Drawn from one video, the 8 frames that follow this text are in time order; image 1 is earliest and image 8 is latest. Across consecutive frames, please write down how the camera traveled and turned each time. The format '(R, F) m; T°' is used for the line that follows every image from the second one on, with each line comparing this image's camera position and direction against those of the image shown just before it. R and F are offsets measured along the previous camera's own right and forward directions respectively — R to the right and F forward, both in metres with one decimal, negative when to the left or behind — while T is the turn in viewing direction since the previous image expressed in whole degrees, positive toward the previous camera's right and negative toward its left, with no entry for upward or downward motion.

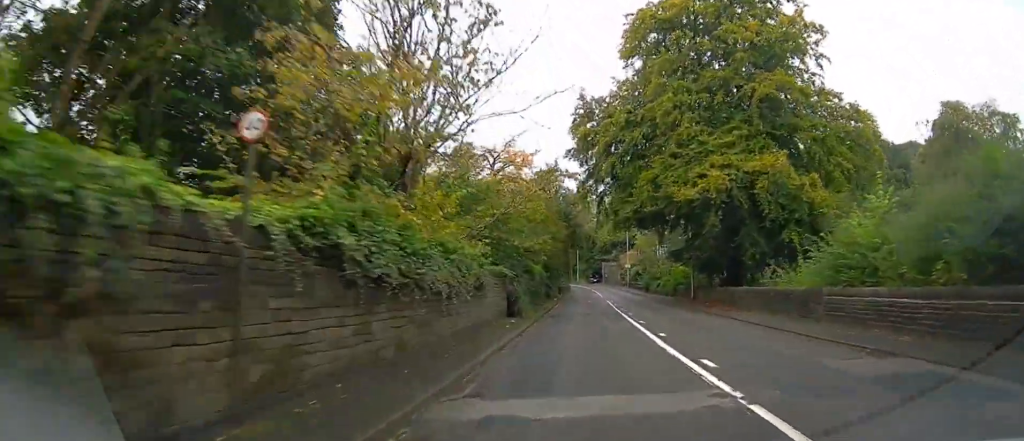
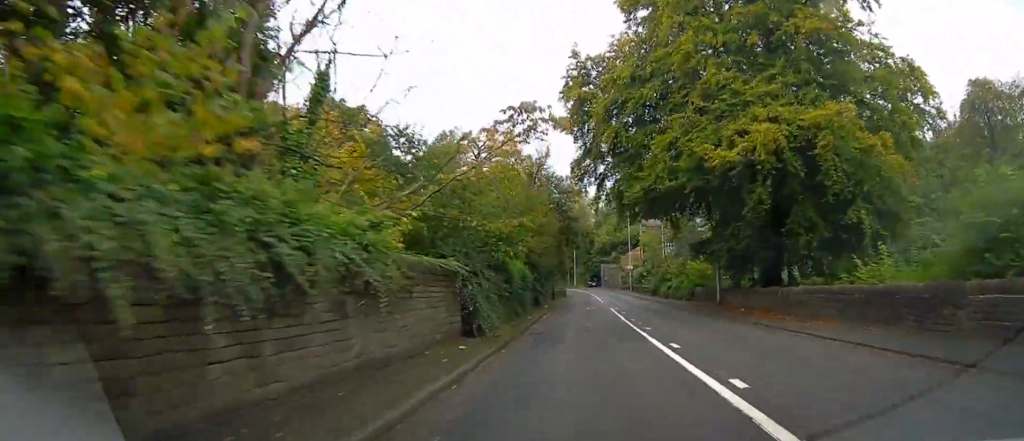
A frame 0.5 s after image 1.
(0.0, +7.4) m; 0°
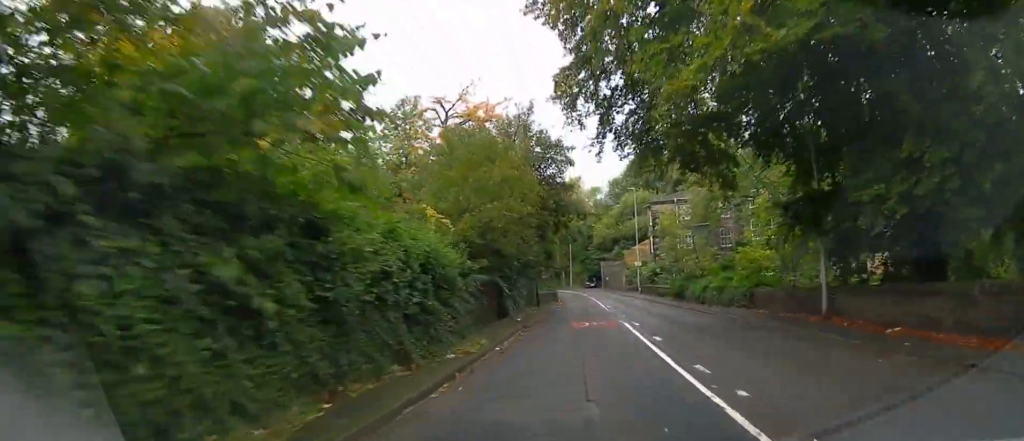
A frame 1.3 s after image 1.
(+0.1, +12.6) m; +1°
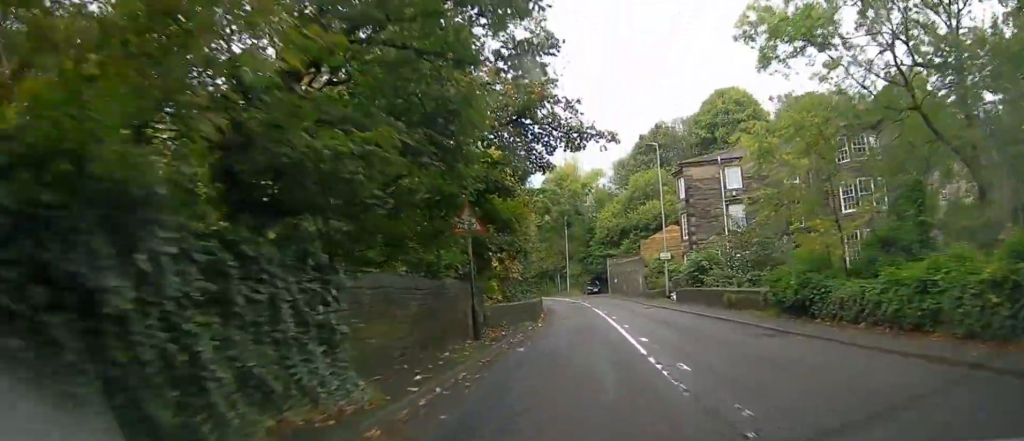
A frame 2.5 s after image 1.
(+0.1, +18.7) m; 0°
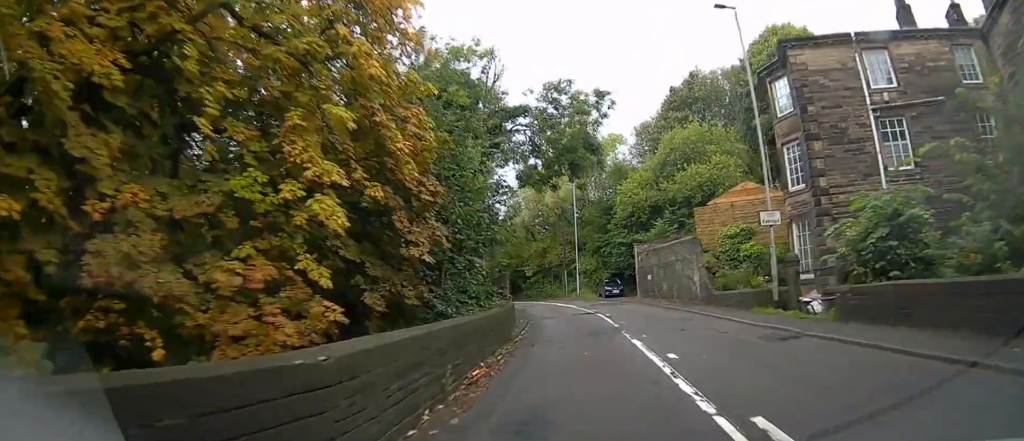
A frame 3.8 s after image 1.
(0.0, +19.1) m; -1°
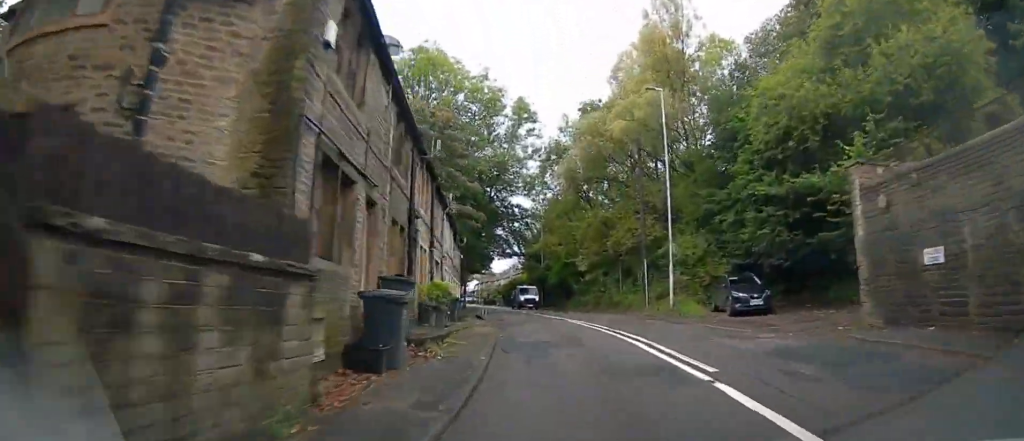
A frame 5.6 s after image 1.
(-1.1, +25.3) m; -7°
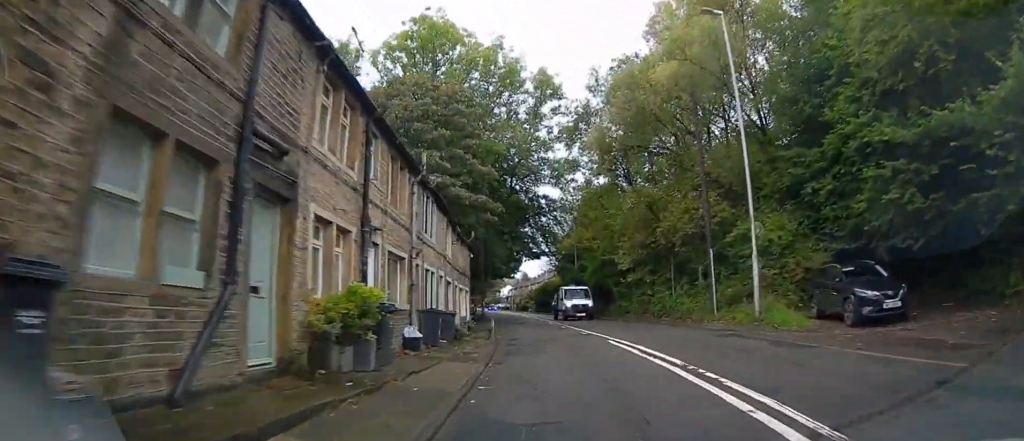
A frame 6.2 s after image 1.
(-0.1, +7.6) m; -3°
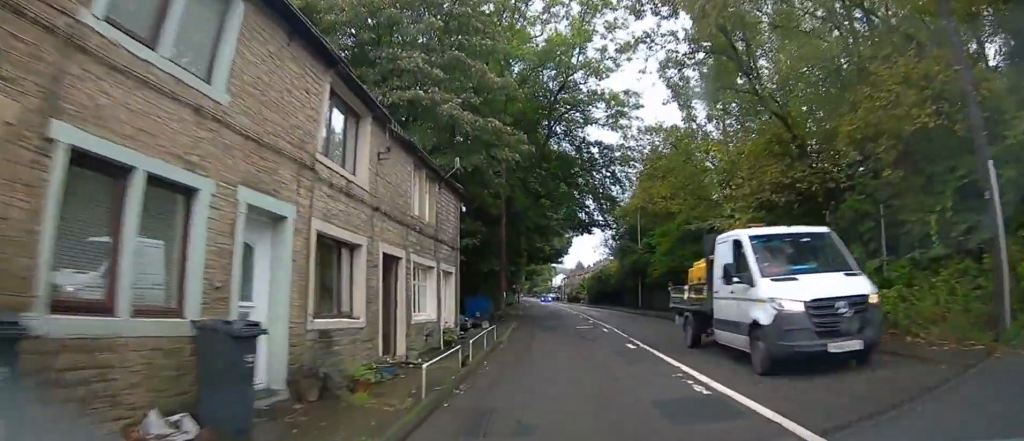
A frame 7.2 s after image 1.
(-0.7, +13.5) m; -5°
